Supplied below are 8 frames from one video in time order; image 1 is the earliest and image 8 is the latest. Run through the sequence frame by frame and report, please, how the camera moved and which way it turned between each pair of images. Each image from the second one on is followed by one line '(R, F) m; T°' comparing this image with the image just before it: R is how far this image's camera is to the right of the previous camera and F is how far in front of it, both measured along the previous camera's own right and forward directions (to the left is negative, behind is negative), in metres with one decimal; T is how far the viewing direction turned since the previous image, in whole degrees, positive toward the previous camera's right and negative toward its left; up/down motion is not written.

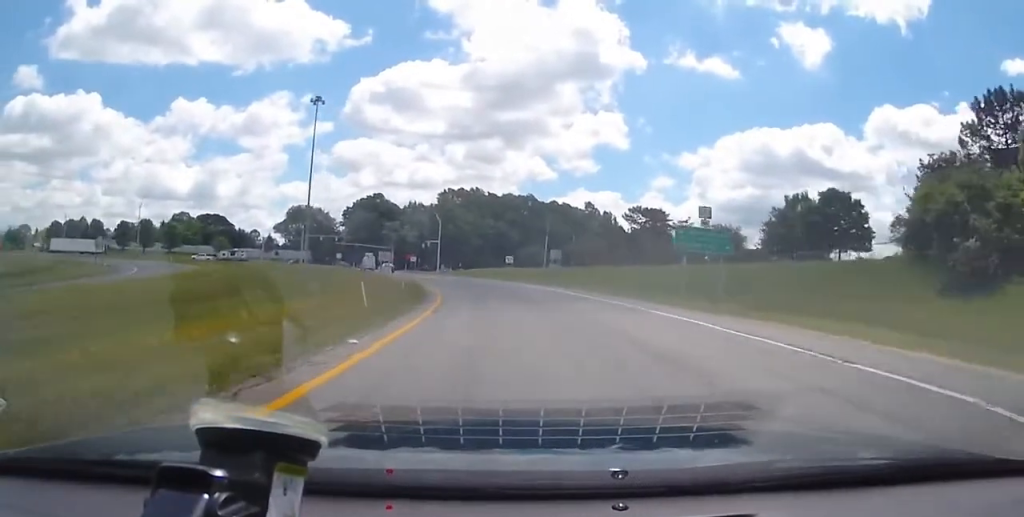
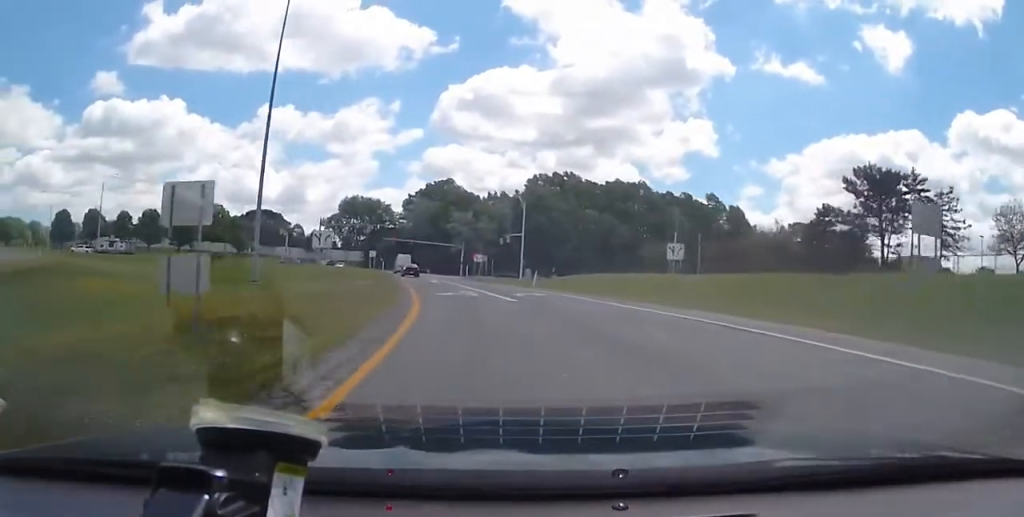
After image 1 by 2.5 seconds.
(-2.2, +39.7) m; -10°
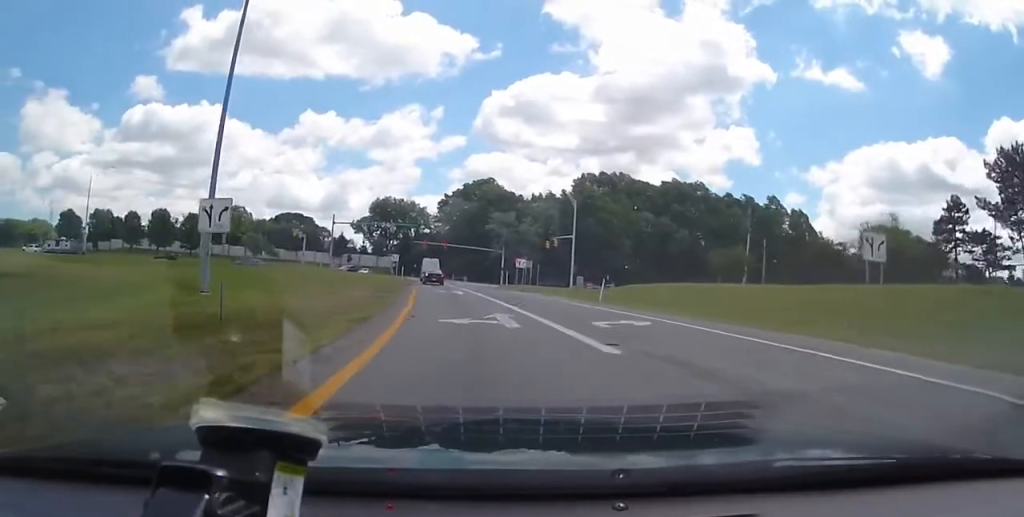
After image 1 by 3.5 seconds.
(-0.8, +13.0) m; -6°
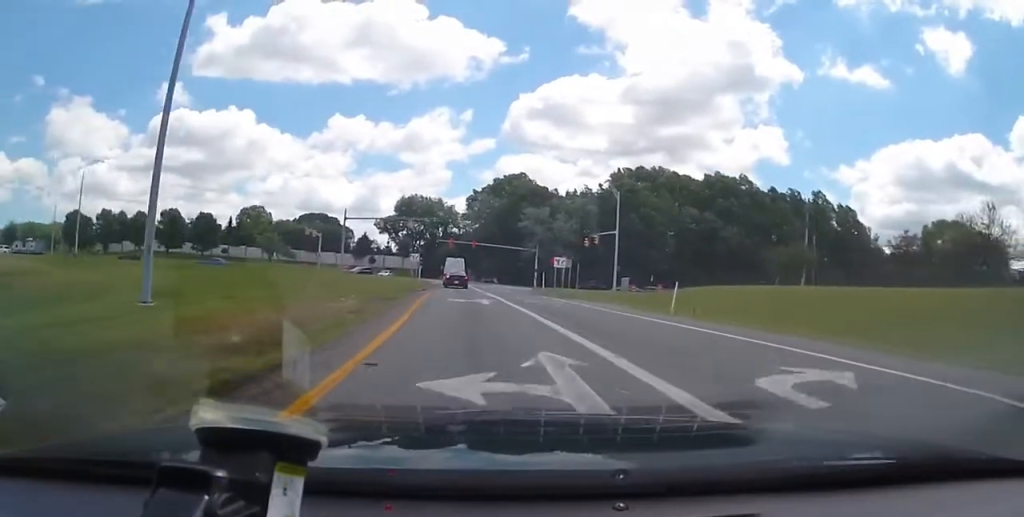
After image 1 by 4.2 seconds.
(-0.3, +8.1) m; -4°
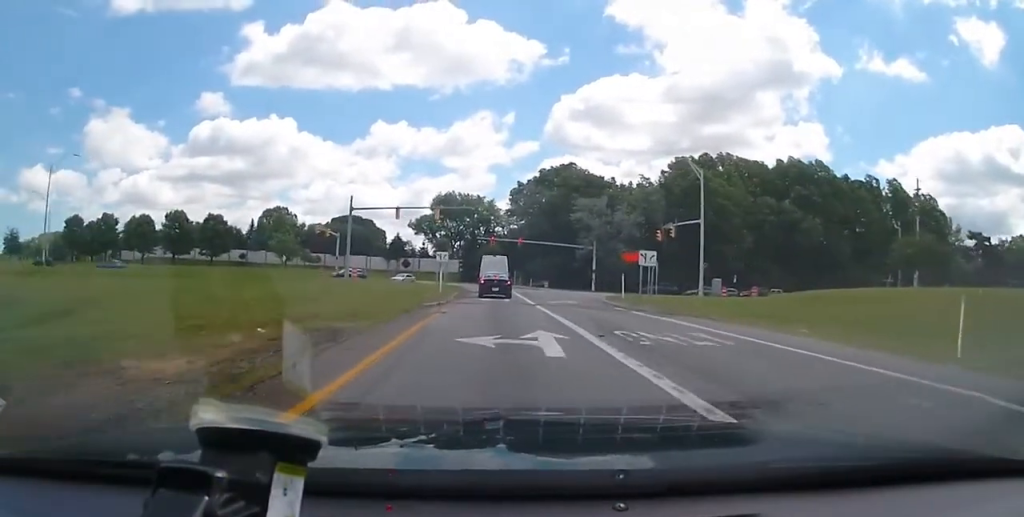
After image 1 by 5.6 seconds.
(-0.9, +14.5) m; -3°
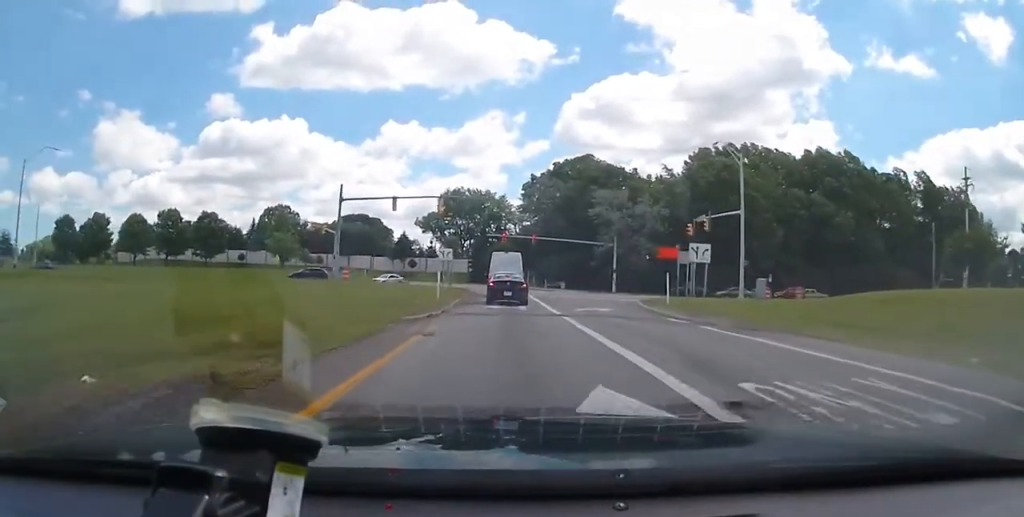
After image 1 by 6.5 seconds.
(+0.3, +6.8) m; 0°
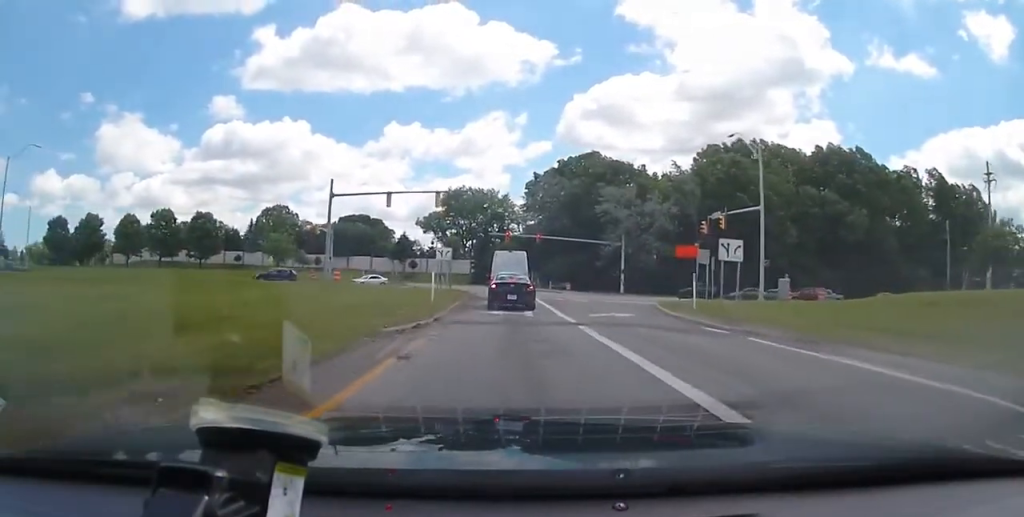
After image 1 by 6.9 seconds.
(+0.1, +3.5) m; -1°
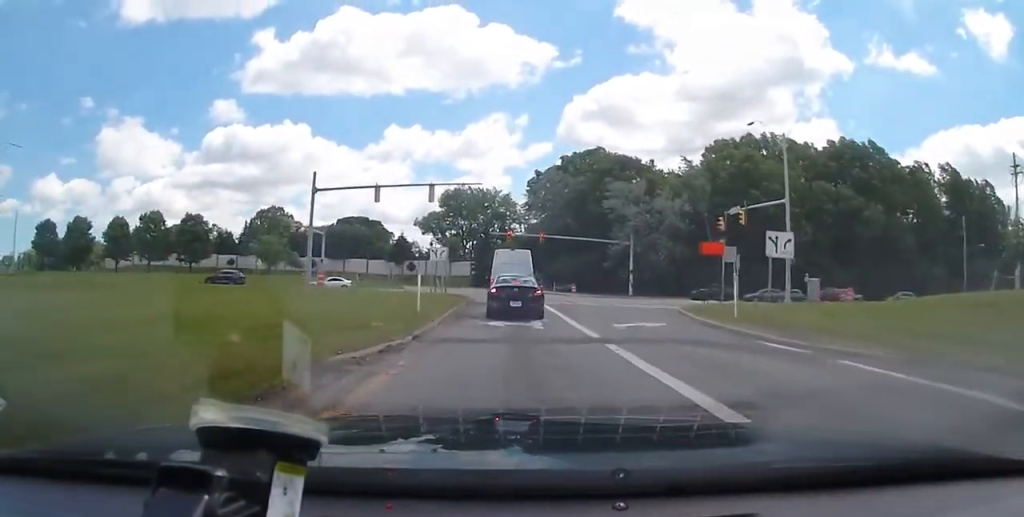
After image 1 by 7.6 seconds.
(-0.3, +4.2) m; -3°
